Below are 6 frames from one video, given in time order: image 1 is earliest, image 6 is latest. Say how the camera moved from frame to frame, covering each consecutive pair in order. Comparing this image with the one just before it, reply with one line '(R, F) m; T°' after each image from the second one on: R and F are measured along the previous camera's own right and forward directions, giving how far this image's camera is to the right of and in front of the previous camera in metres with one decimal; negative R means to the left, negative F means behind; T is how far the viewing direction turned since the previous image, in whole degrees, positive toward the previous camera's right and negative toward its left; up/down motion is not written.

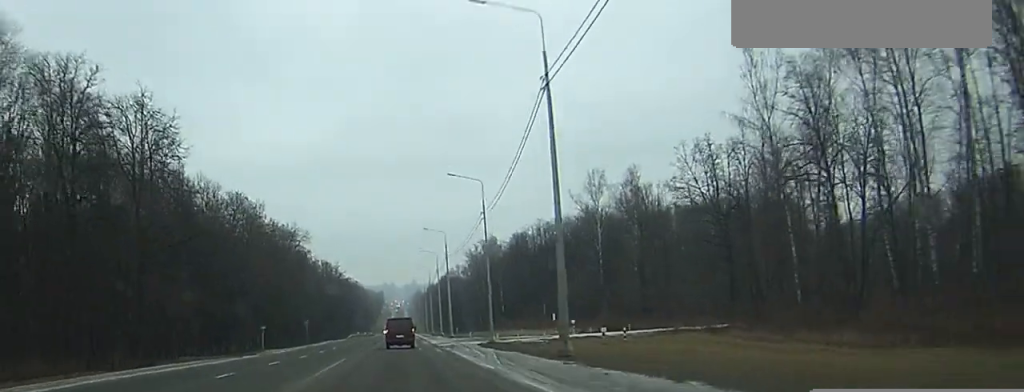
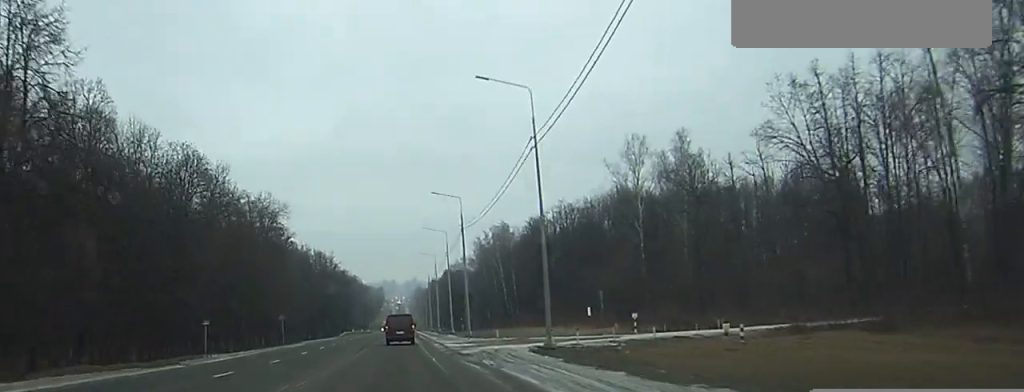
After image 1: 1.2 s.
(0.0, +24.7) m; 0°
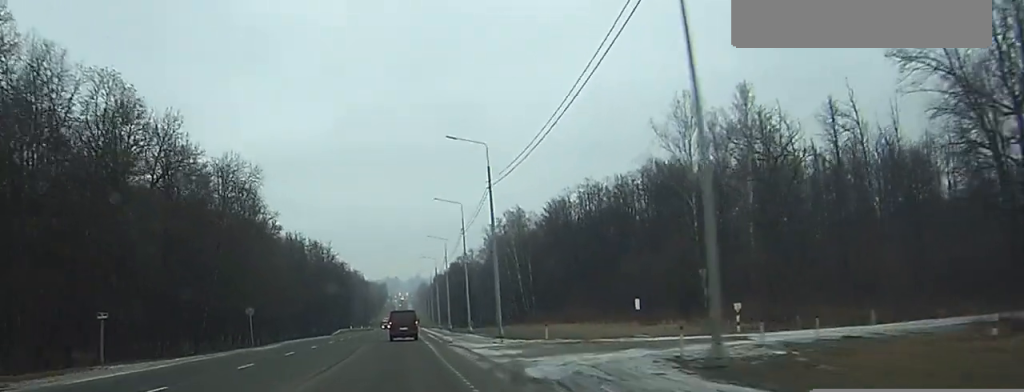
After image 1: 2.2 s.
(-0.1, +21.2) m; 0°
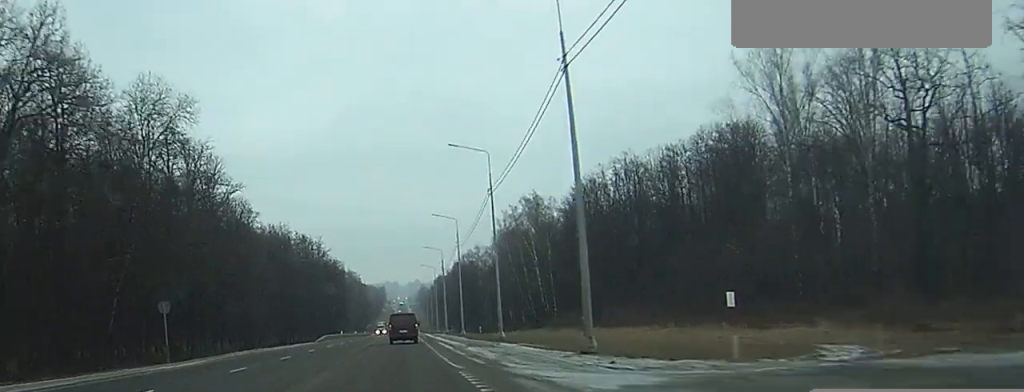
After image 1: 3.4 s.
(0.0, +25.5) m; 0°
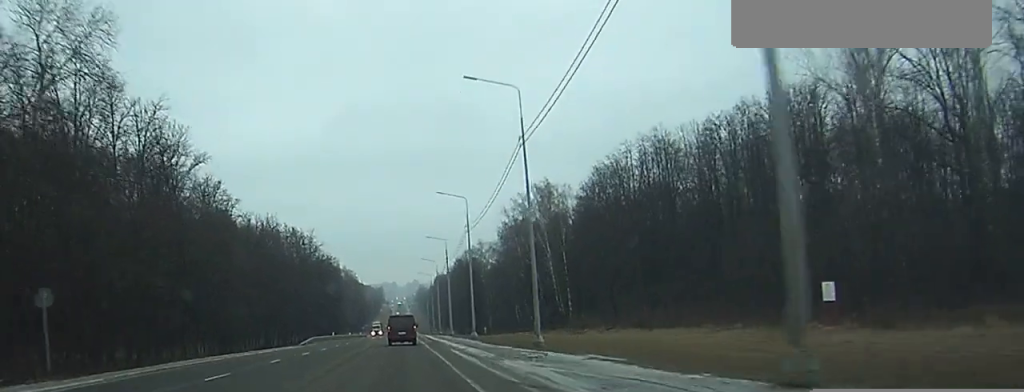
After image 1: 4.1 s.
(0.0, +15.6) m; 0°
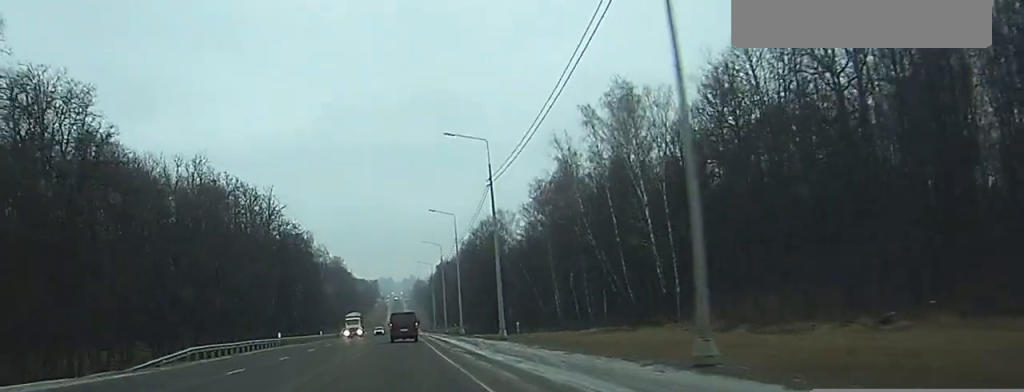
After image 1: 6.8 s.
(+0.3, +57.7) m; 0°
